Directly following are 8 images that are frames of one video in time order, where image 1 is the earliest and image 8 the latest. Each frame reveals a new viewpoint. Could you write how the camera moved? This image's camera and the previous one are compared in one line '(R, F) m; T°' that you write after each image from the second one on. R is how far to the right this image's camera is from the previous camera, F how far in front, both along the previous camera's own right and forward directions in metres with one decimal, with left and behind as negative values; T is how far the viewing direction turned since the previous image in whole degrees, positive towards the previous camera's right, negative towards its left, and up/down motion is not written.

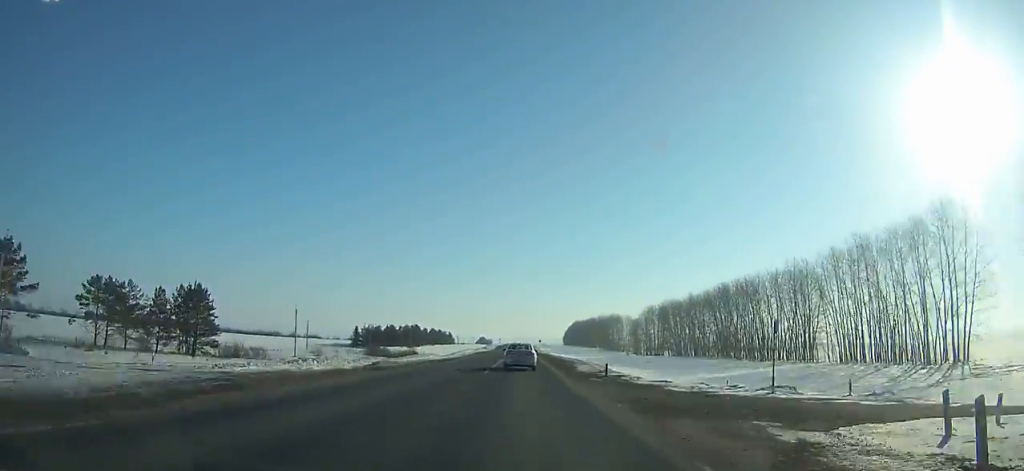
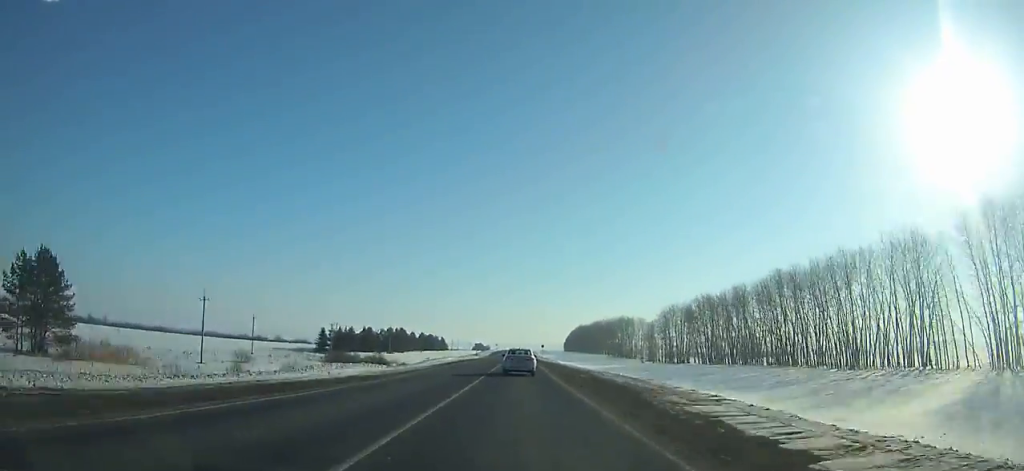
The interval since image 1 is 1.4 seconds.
(+0.1, +32.1) m; 0°
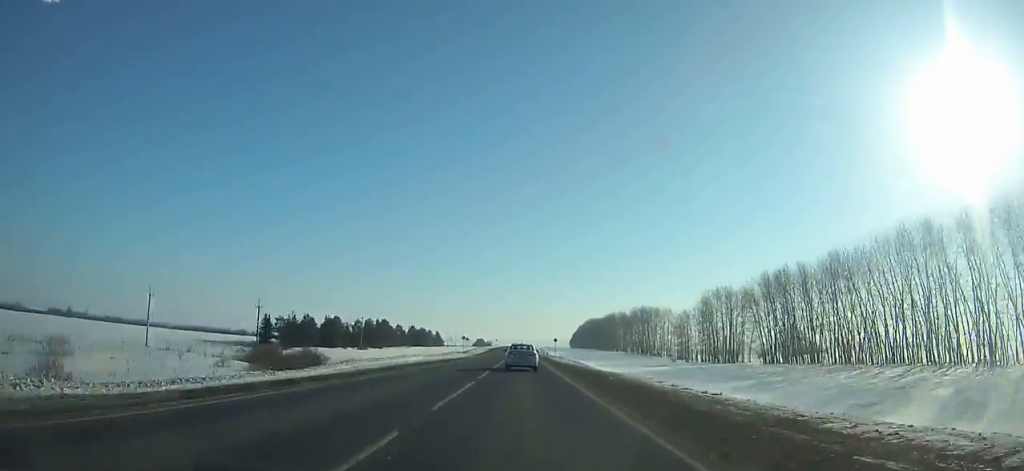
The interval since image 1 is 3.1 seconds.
(0.0, +39.0) m; 0°
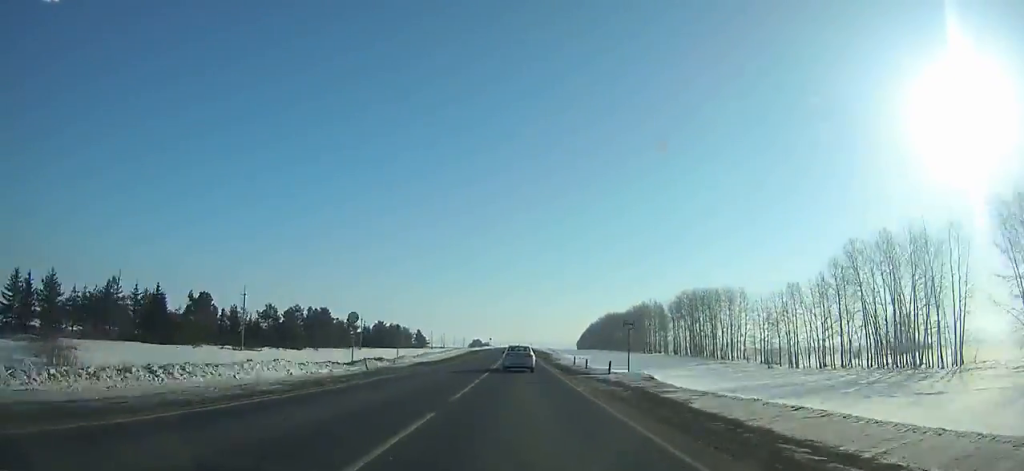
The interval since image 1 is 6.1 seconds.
(-0.3, +69.1) m; 0°
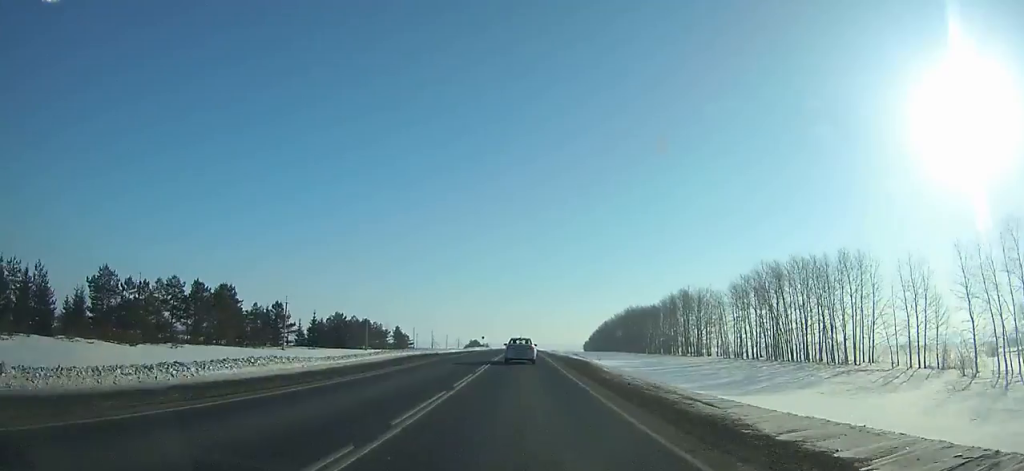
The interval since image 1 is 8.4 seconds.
(-0.1, +53.3) m; 0°
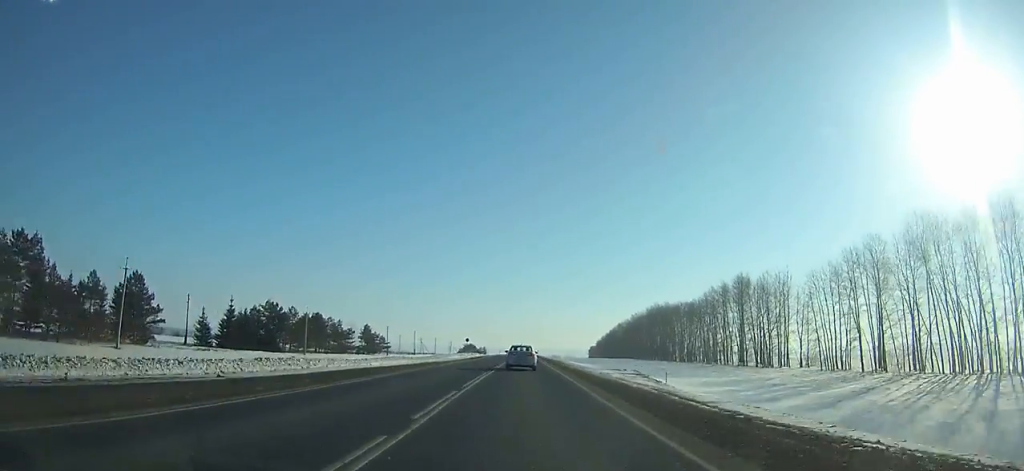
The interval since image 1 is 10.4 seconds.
(0.0, +46.7) m; 0°
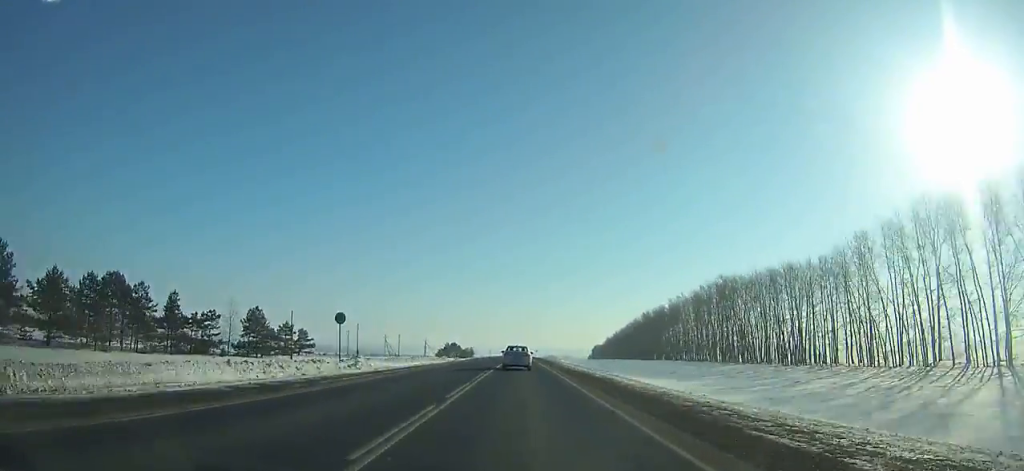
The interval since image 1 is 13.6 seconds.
(+0.1, +75.1) m; 0°
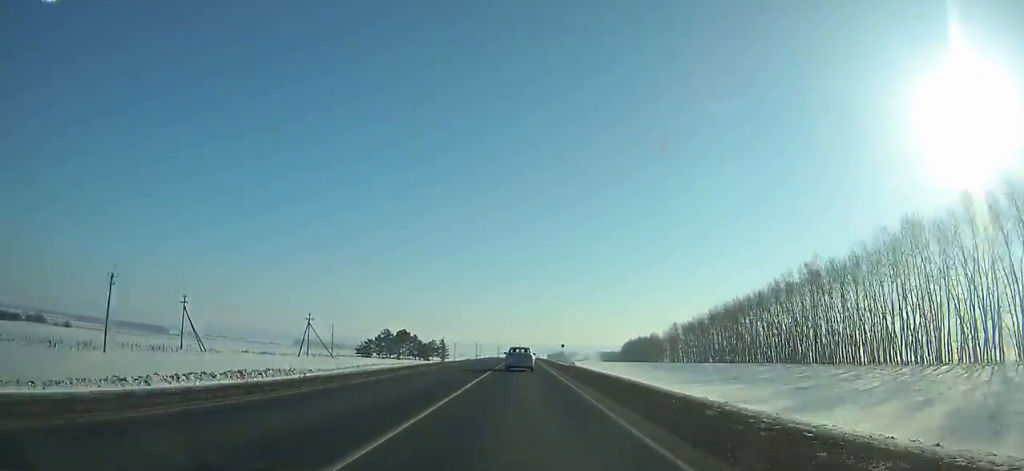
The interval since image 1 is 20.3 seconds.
(-0.2, +159.2) m; 0°
